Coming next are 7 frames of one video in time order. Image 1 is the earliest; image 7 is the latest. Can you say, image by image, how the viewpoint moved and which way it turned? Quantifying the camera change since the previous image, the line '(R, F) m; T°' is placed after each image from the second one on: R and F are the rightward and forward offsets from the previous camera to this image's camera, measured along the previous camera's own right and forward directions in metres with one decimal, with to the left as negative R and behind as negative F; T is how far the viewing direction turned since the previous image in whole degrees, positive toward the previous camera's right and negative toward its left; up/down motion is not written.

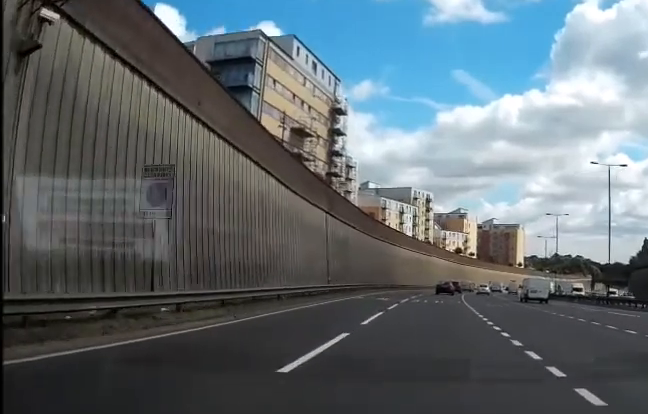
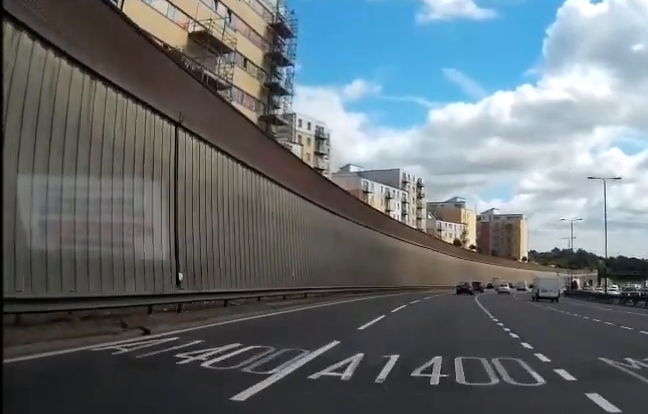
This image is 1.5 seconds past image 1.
(-0.4, +28.7) m; 0°
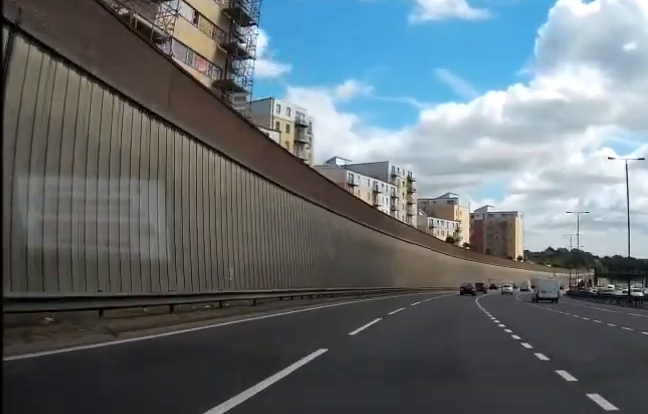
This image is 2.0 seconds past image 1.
(+0.2, +9.9) m; +1°
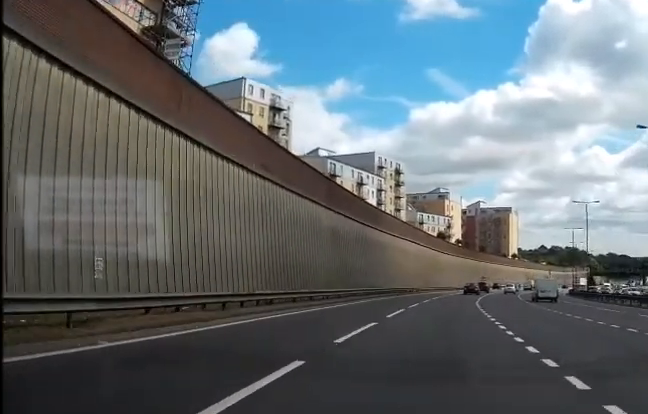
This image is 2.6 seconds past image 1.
(+0.1, +10.5) m; +1°
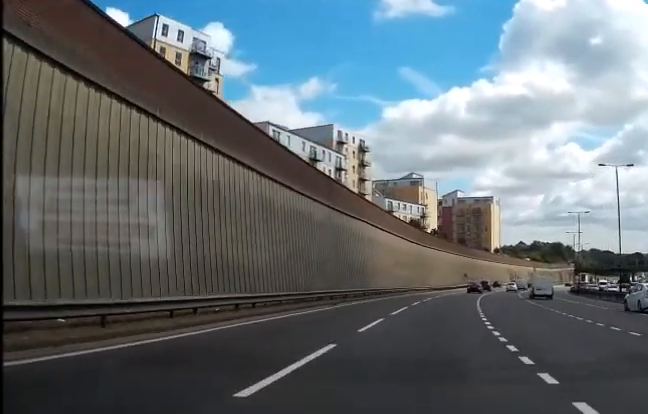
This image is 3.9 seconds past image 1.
(+0.7, +23.4) m; +3°
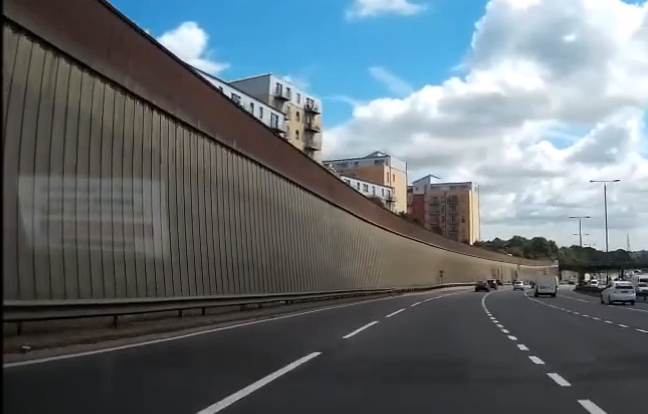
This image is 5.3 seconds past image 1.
(+0.7, +27.3) m; +3°
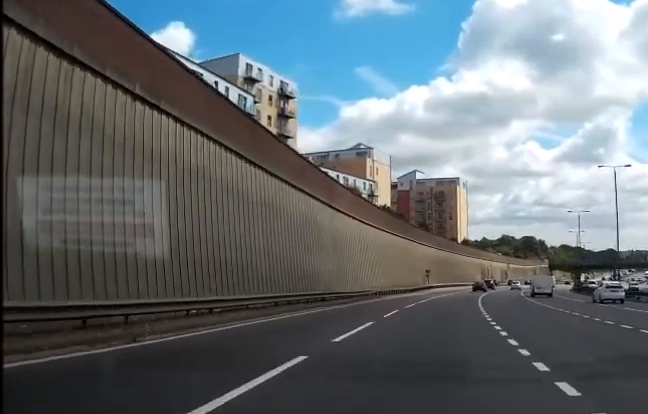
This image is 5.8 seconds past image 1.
(+0.2, +8.8) m; +1°
